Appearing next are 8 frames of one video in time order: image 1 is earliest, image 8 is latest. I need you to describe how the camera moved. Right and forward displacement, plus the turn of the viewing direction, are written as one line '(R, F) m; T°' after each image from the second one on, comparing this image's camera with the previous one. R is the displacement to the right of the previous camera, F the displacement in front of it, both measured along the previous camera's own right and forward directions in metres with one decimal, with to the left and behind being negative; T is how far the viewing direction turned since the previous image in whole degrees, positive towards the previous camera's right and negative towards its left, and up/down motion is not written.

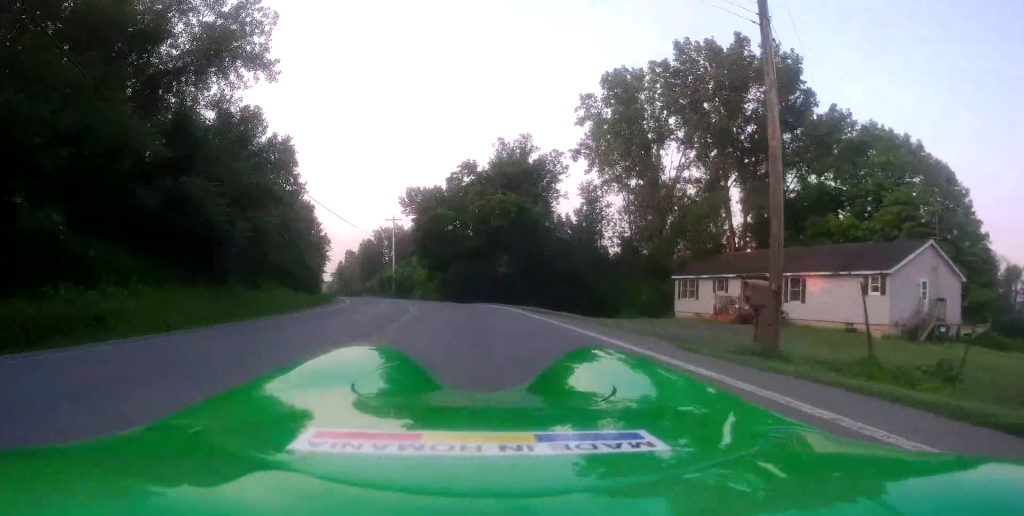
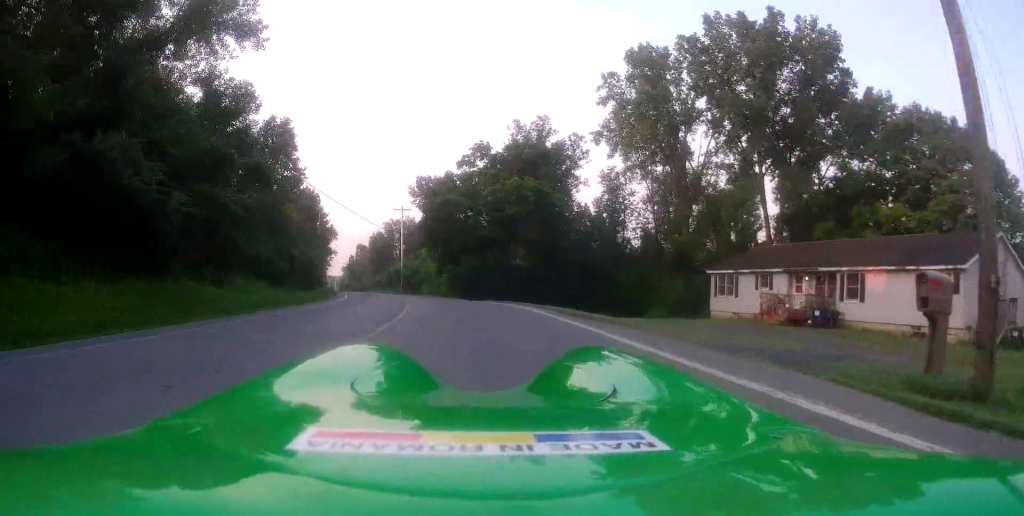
(-0.1, +4.7) m; -1°
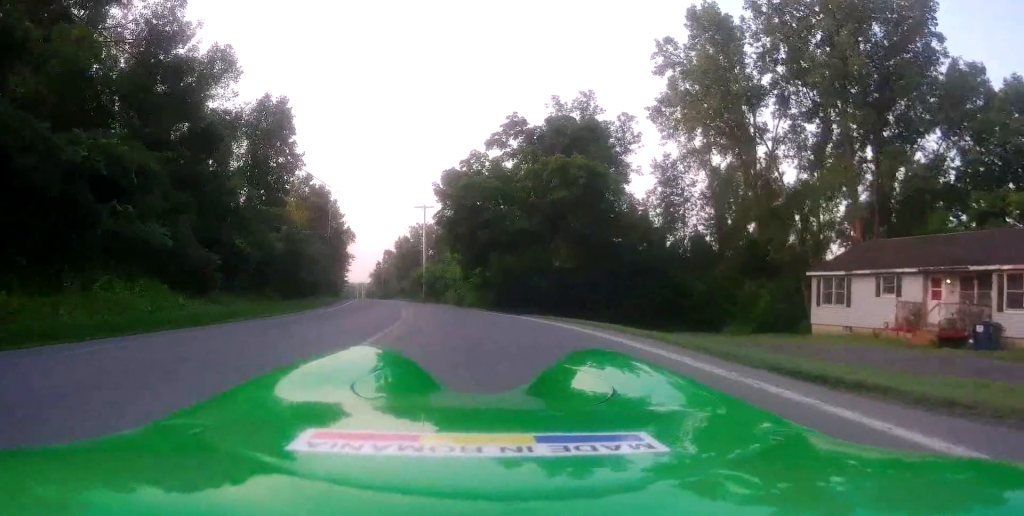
(0.0, +10.2) m; -4°
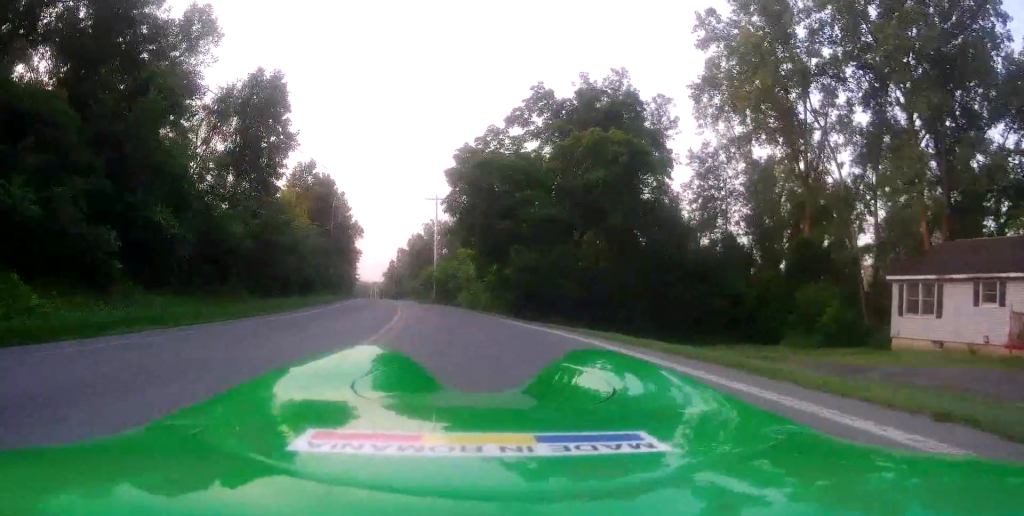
(-0.5, +6.2) m; -2°
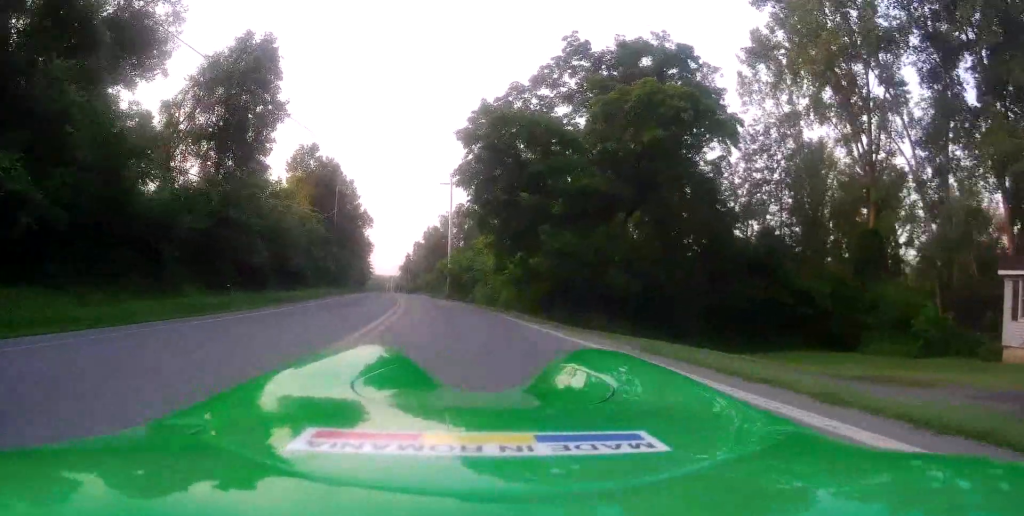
(-0.1, +6.6) m; -1°
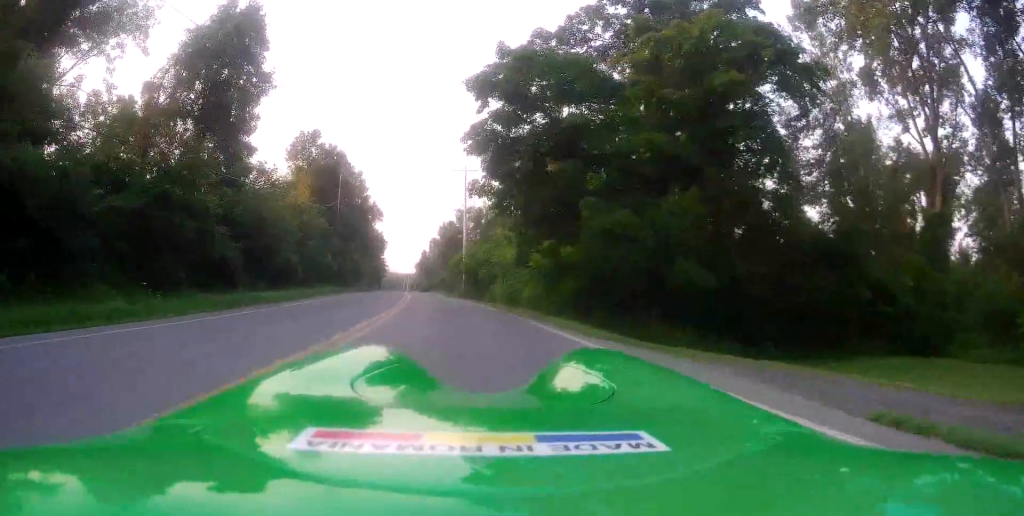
(+0.1, +5.8) m; 0°
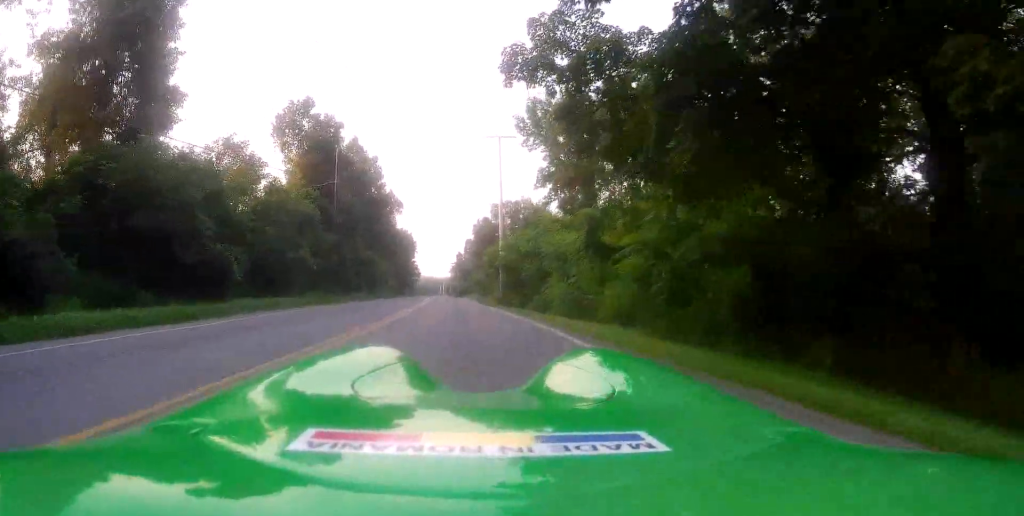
(-0.5, +13.7) m; -5°
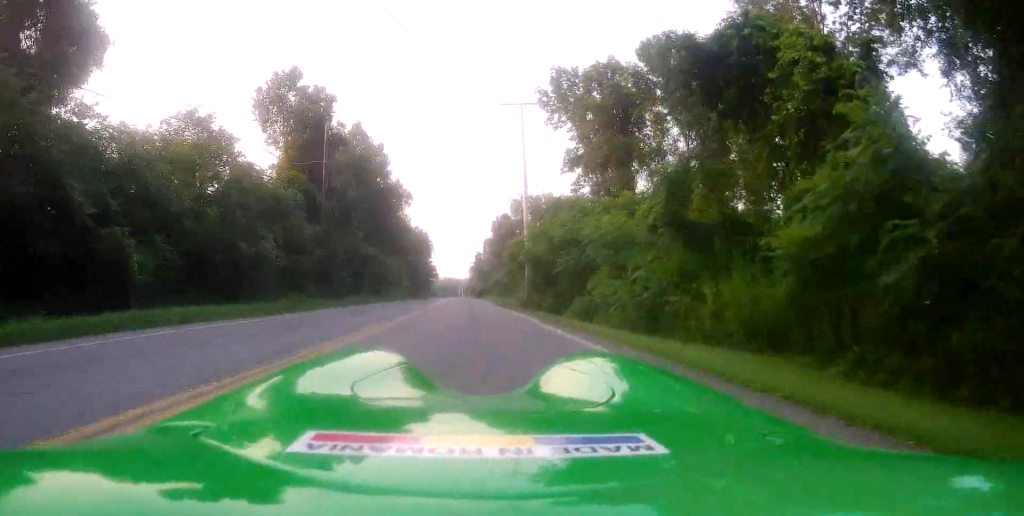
(-0.4, +7.8) m; -2°
